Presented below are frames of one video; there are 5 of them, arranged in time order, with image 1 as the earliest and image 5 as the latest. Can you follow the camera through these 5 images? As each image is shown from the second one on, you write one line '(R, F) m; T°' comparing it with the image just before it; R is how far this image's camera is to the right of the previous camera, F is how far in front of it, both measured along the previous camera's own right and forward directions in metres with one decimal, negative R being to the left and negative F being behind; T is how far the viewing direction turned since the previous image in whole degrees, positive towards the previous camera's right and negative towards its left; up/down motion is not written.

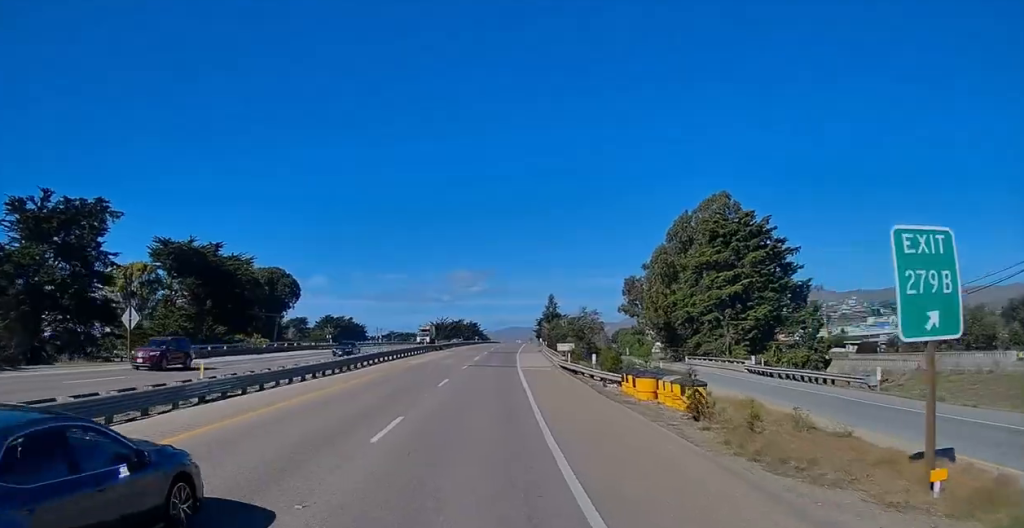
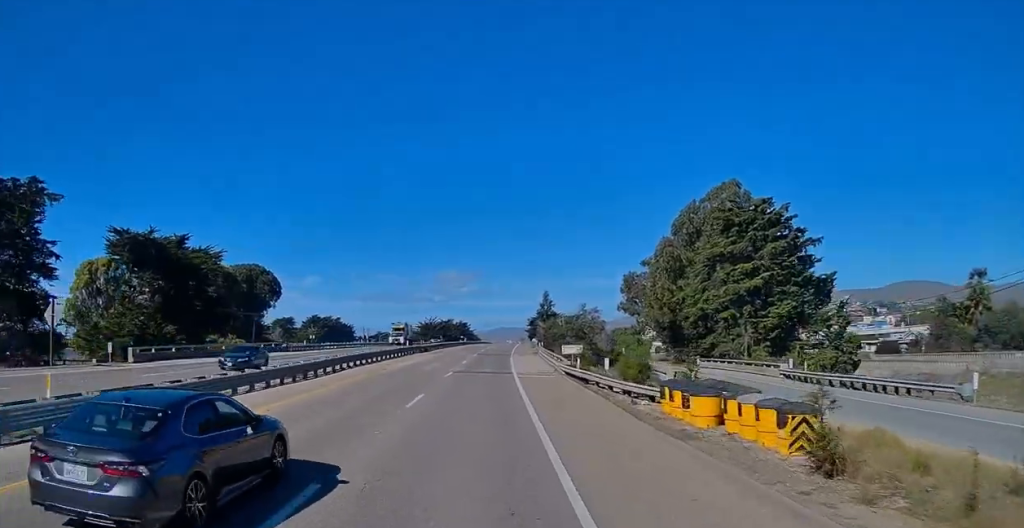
(+0.3, +8.1) m; +1°
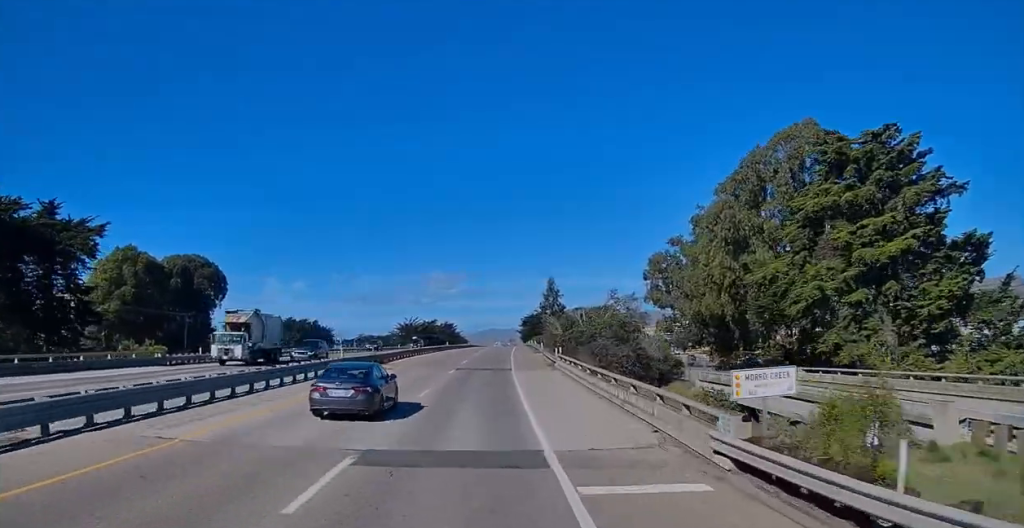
(+0.6, +26.9) m; +2°
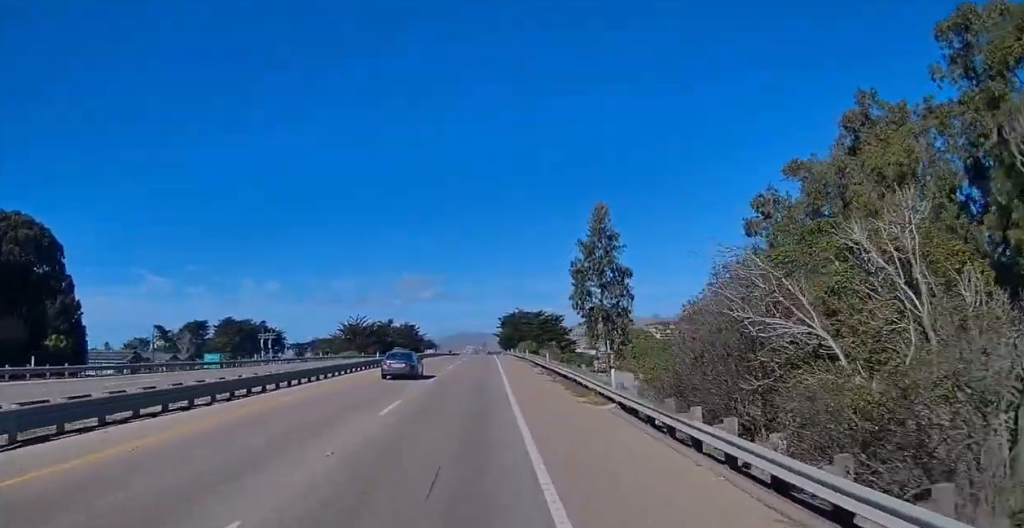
(+0.3, +51.6) m; 0°
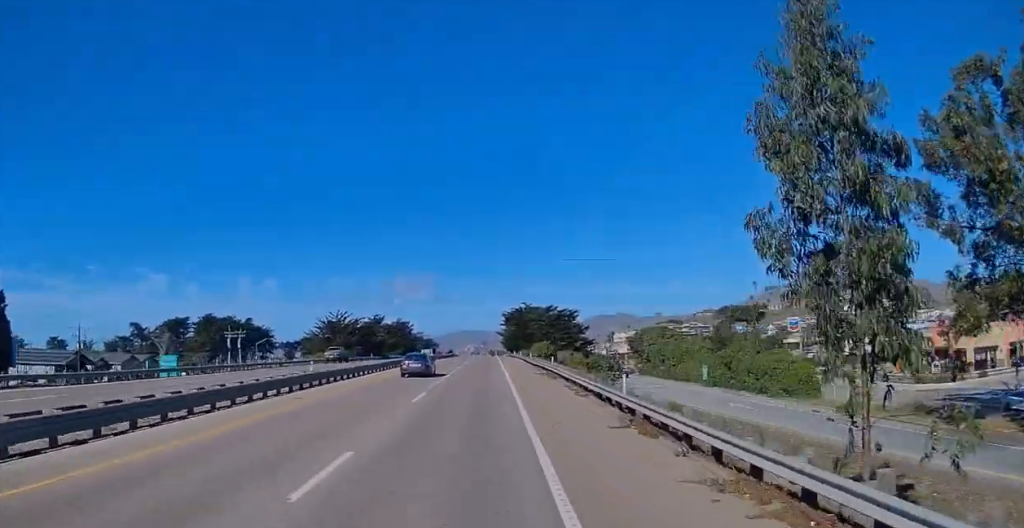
(+0.1, +24.8) m; 0°
